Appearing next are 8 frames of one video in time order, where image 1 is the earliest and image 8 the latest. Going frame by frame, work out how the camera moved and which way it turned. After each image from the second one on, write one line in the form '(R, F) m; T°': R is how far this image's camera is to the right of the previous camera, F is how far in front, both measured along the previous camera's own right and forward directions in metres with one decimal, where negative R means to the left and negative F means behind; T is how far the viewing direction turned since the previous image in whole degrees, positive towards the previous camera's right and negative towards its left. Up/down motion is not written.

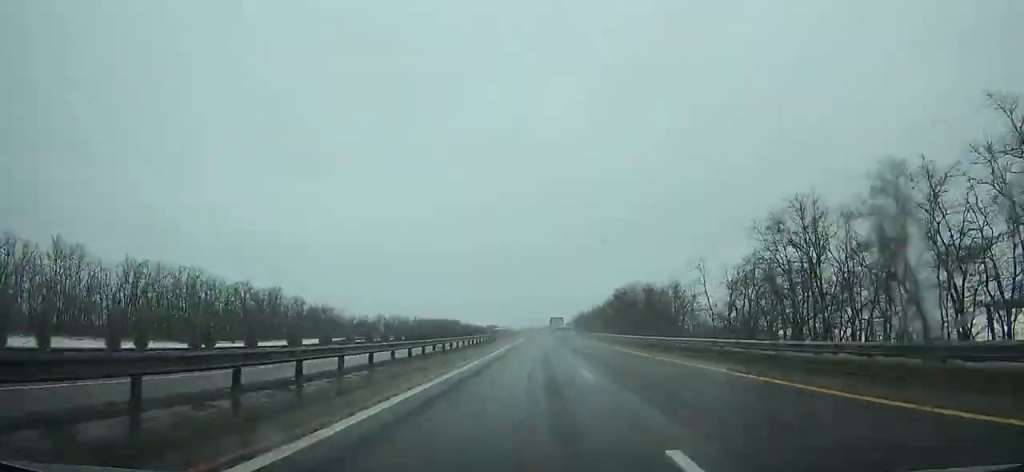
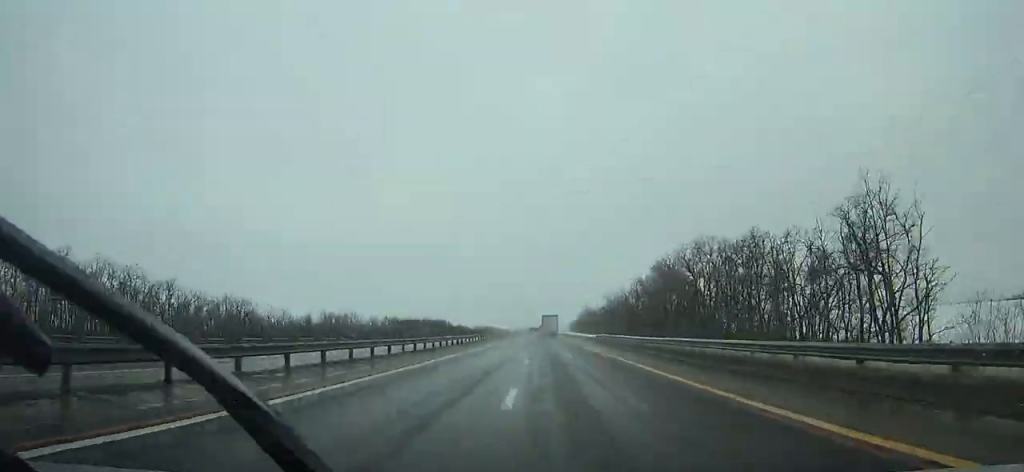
(0.0, +64.1) m; 0°
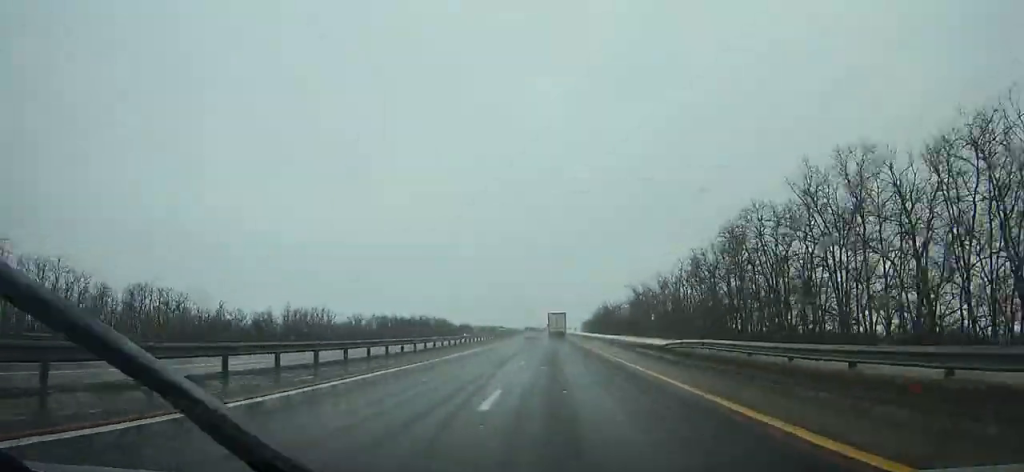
(+0.1, +36.3) m; 0°
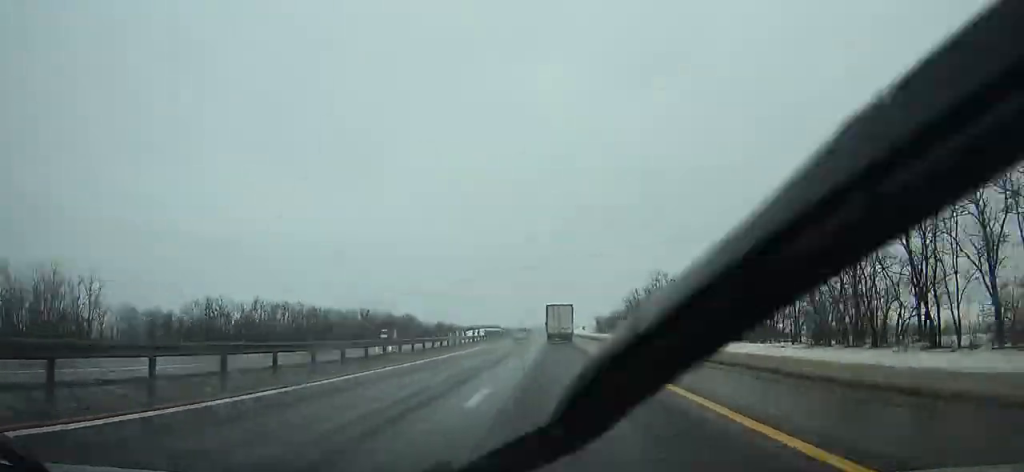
(-1.2, +108.9) m; -1°
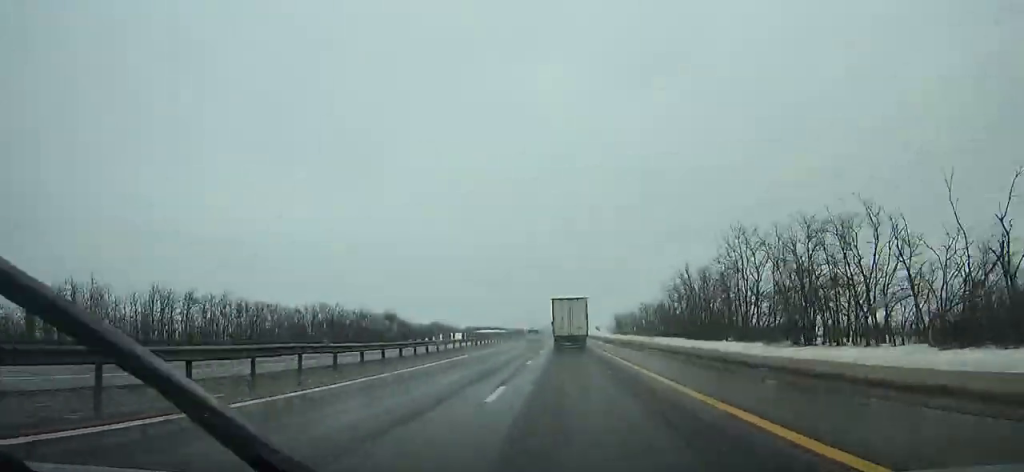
(-0.1, +47.6) m; 0°
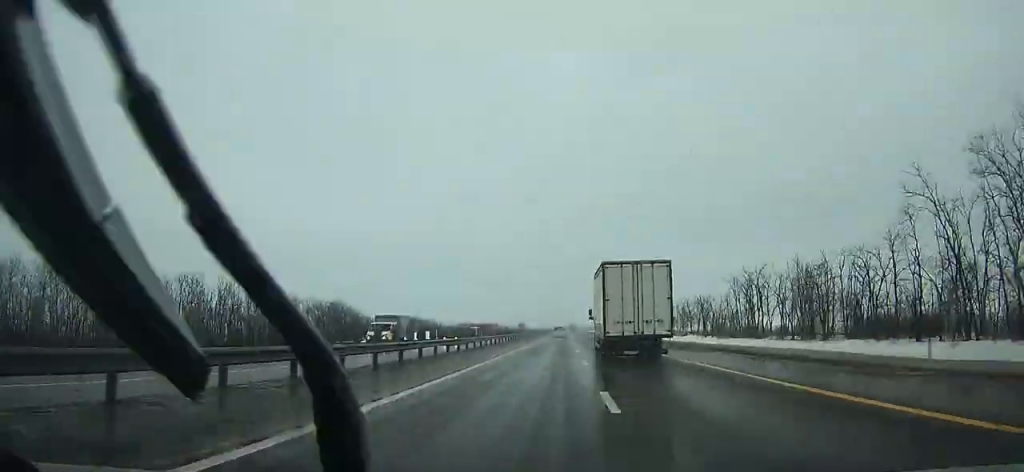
(-0.3, +73.6) m; 0°
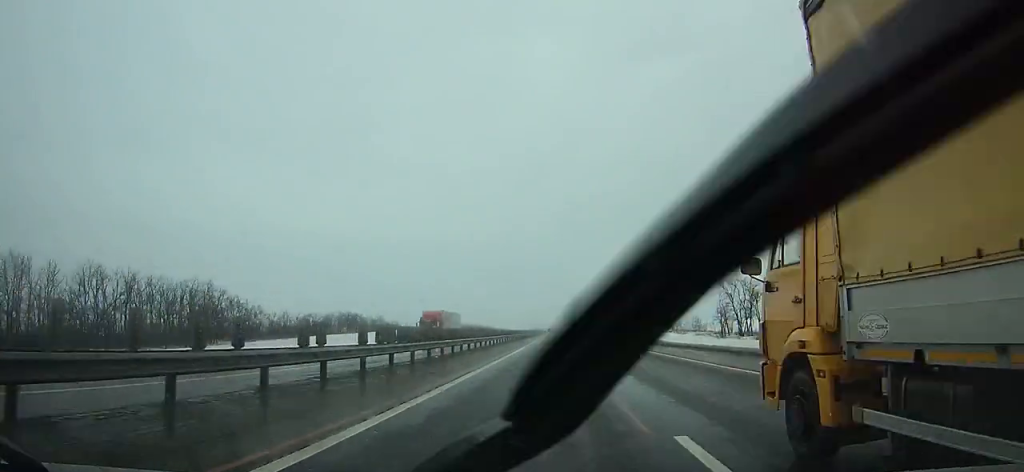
(+0.5, +77.1) m; +1°
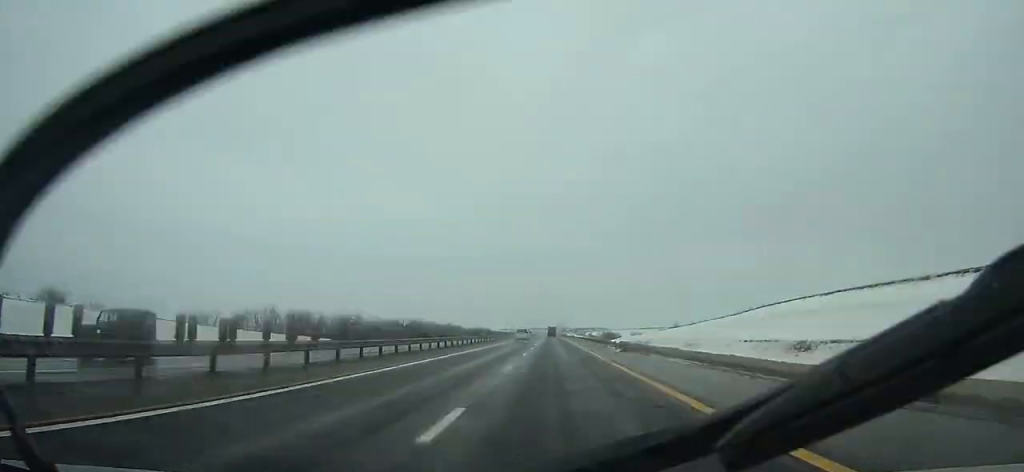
(+2.0, +200.6) m; 0°
